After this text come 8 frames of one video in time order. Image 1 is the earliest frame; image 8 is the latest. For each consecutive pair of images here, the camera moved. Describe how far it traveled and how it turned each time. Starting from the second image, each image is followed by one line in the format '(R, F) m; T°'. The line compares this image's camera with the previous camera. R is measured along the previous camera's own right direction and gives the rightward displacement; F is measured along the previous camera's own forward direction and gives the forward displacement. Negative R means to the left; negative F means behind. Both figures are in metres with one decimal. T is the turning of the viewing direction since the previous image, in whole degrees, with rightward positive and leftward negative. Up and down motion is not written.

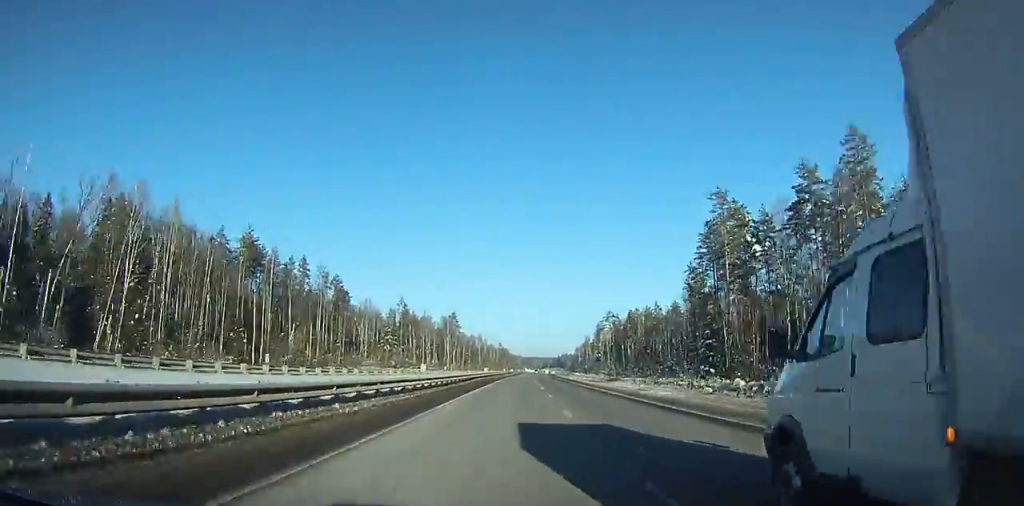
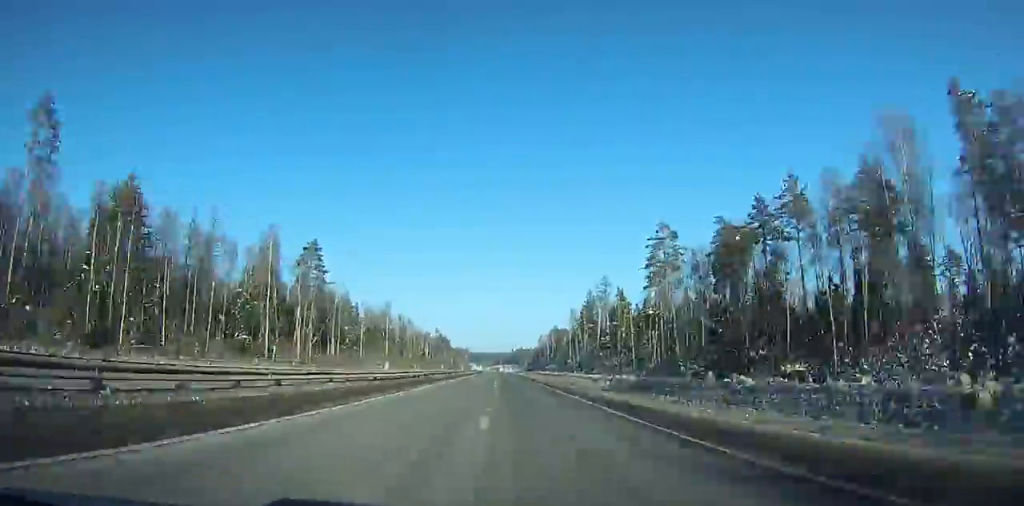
(+11.4, +156.7) m; +10°
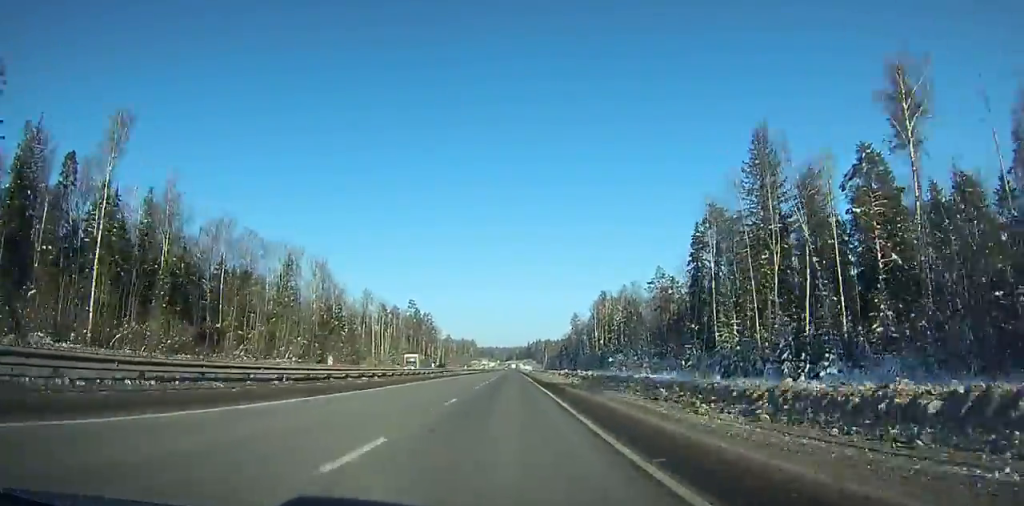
(-6.6, +163.9) m; -4°
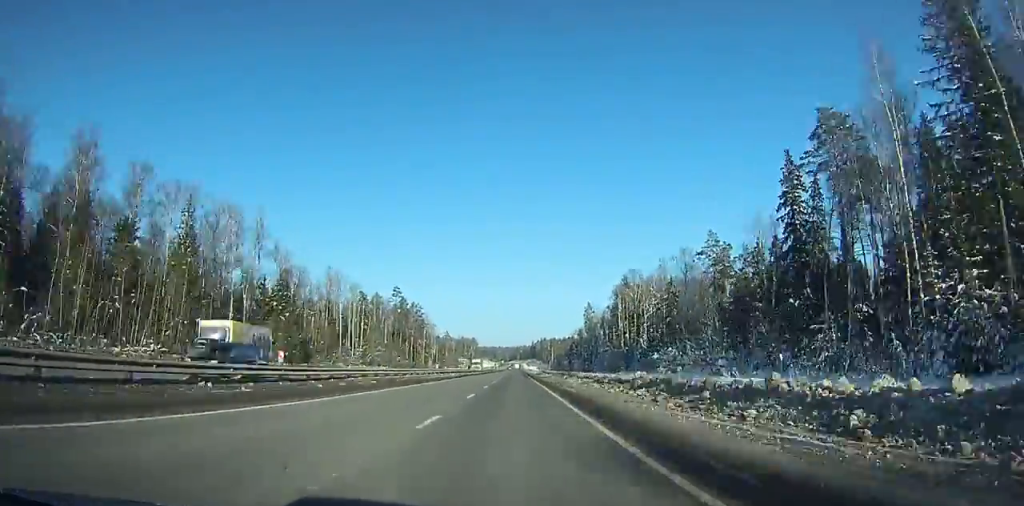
(-0.1, +43.8) m; 0°
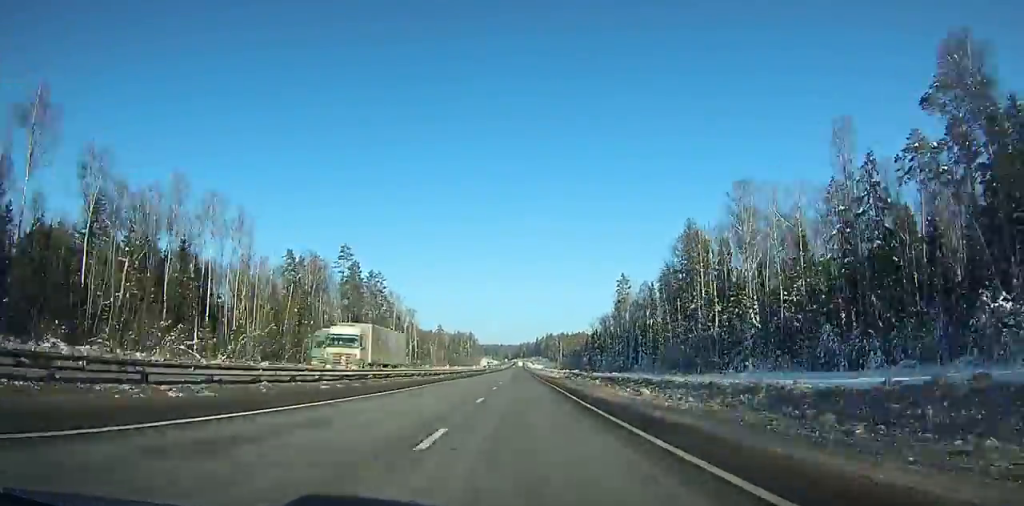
(-0.1, +75.5) m; 0°
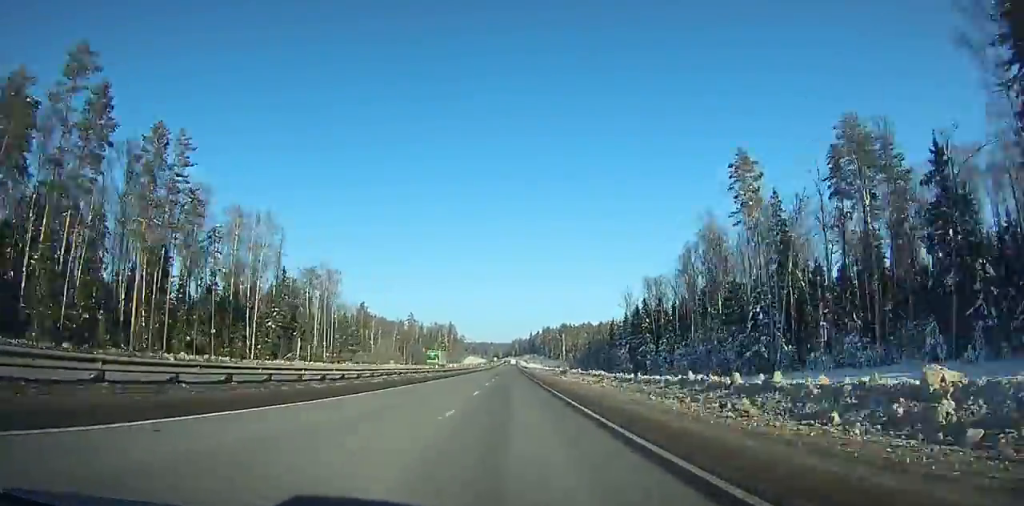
(+0.7, +105.8) m; 0°
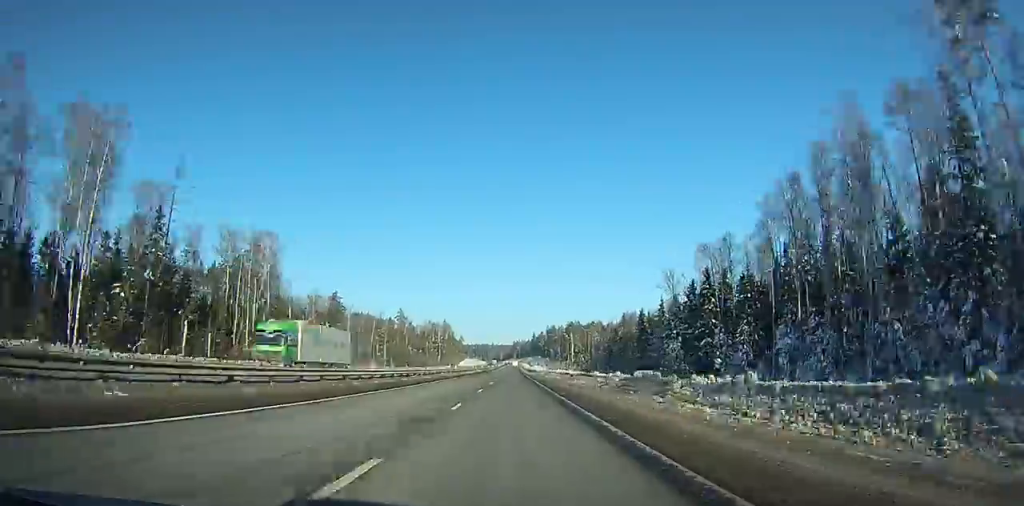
(0.0, +45.2) m; 0°
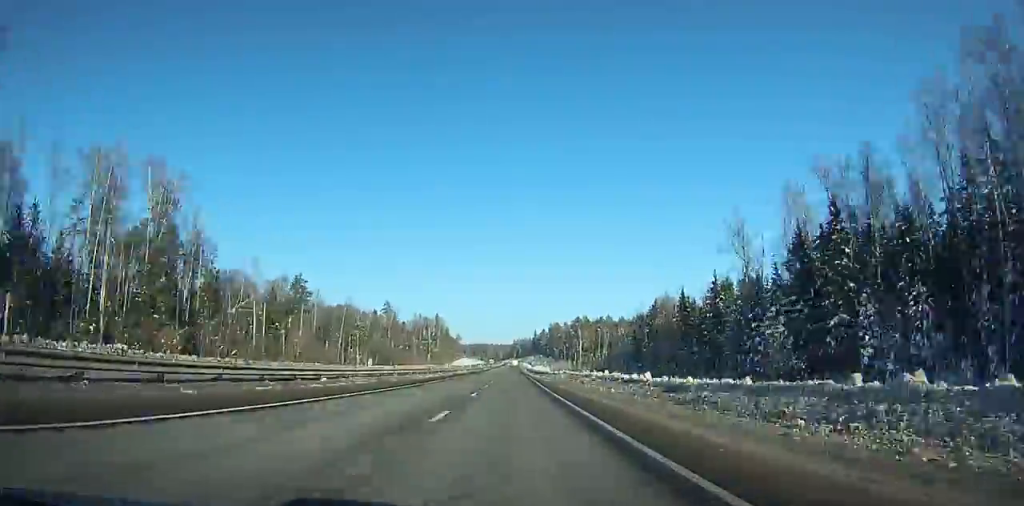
(0.0, +39.4) m; 0°
